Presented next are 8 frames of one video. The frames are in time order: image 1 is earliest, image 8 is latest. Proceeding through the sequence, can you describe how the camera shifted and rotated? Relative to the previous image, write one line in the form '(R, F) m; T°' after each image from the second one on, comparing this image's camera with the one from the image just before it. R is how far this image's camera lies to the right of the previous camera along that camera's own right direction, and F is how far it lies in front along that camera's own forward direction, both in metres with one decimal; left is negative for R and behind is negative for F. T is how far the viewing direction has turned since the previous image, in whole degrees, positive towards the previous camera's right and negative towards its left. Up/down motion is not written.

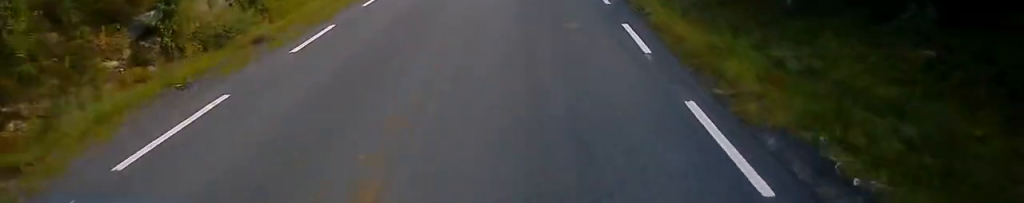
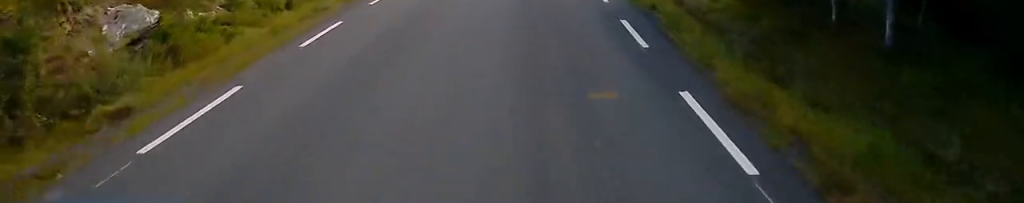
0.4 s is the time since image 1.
(-0.2, +5.4) m; 0°
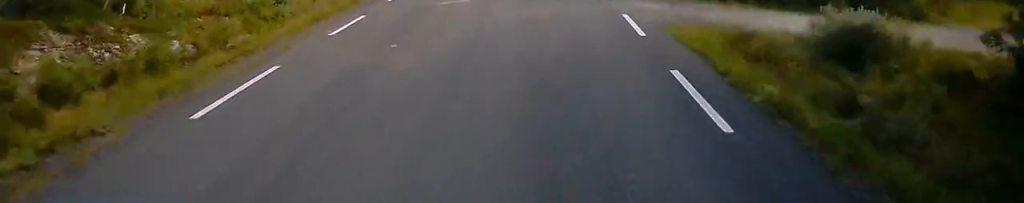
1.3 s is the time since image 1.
(+0.4, +10.8) m; +1°
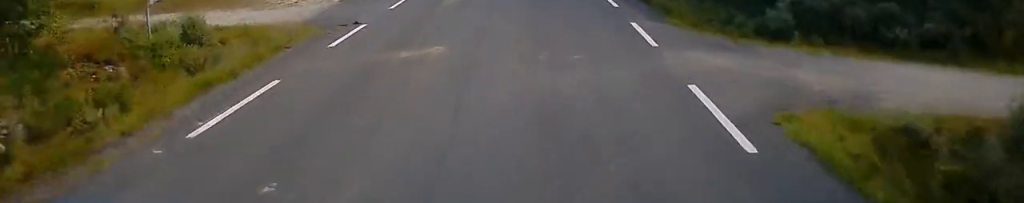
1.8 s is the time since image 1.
(+0.1, +6.5) m; 0°
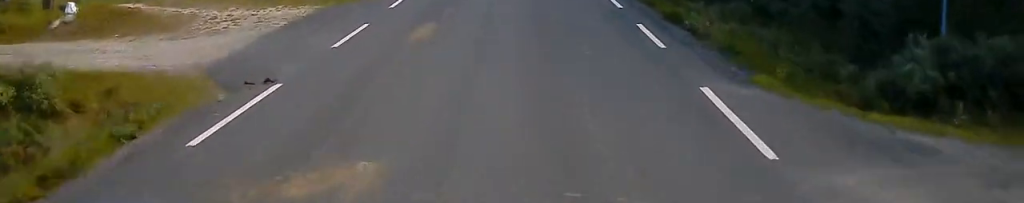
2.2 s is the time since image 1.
(-0.2, +6.3) m; -1°
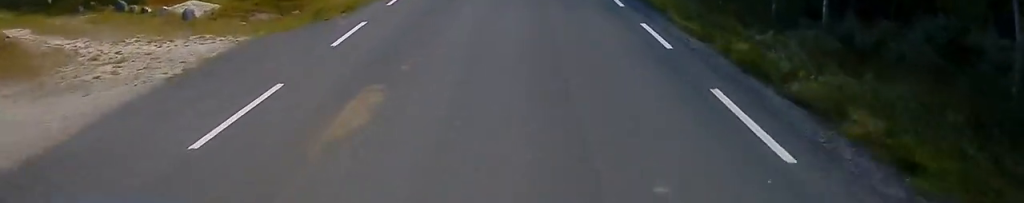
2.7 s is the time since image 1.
(-0.1, +6.3) m; 0°
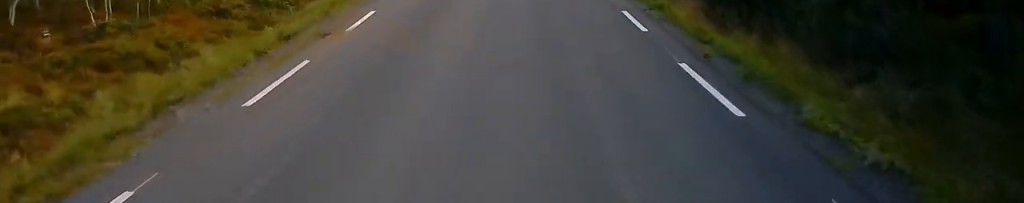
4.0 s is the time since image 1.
(+0.4, +16.3) m; +2°
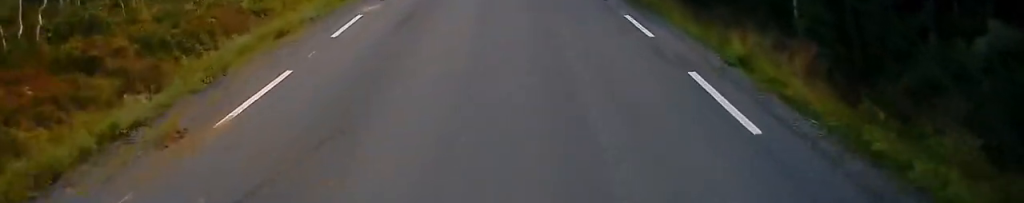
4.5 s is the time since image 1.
(+0.3, +6.9) m; 0°
